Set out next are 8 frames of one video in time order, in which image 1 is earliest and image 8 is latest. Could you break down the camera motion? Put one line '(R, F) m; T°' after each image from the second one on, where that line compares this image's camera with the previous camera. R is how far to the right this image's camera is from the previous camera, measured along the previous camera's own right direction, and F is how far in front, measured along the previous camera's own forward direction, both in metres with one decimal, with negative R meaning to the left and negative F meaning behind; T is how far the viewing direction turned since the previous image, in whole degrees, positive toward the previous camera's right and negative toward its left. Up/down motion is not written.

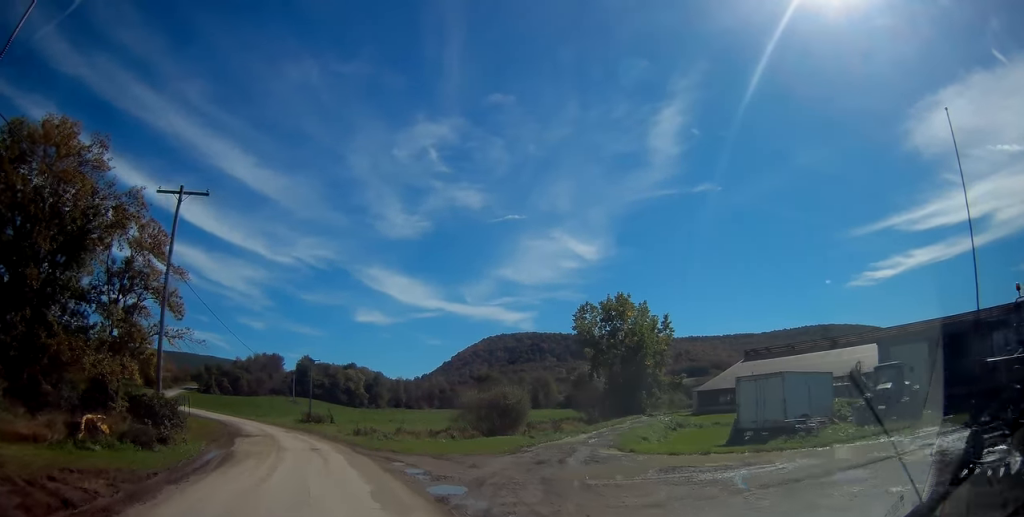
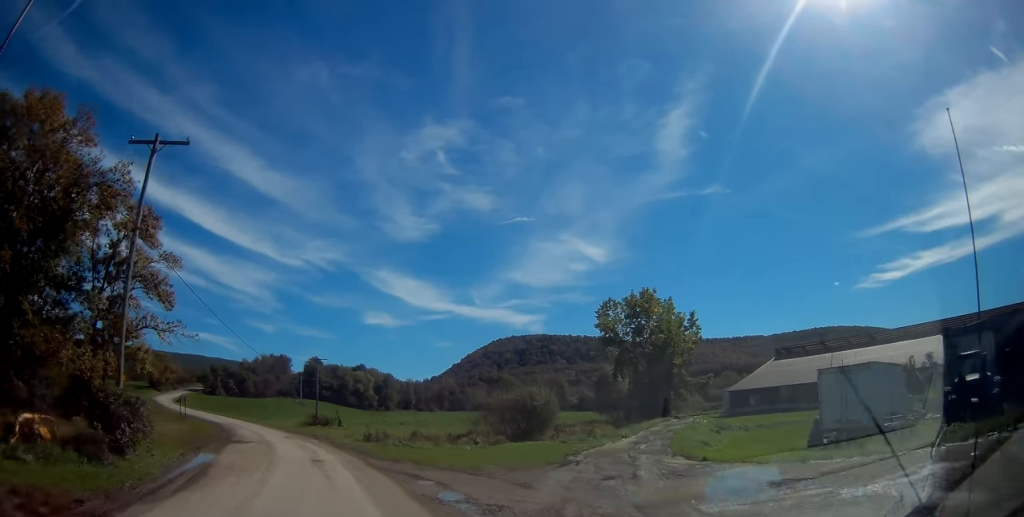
(-0.1, +4.9) m; -1°
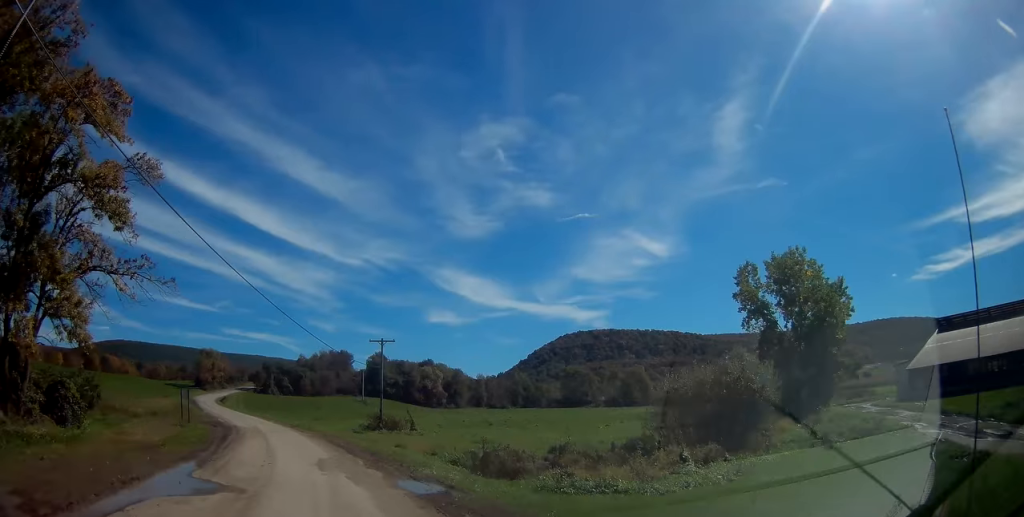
(-1.1, +18.7) m; -8°
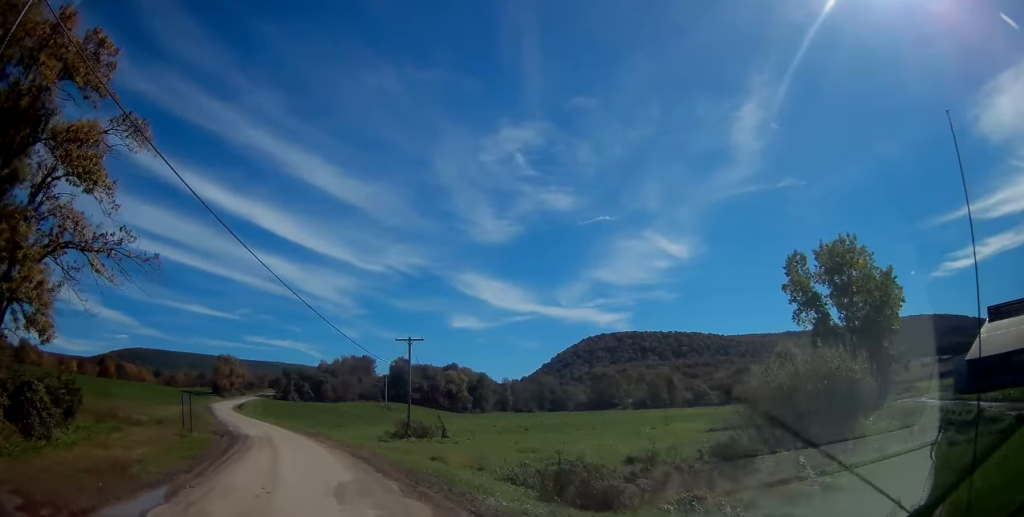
(0.0, +5.0) m; -3°
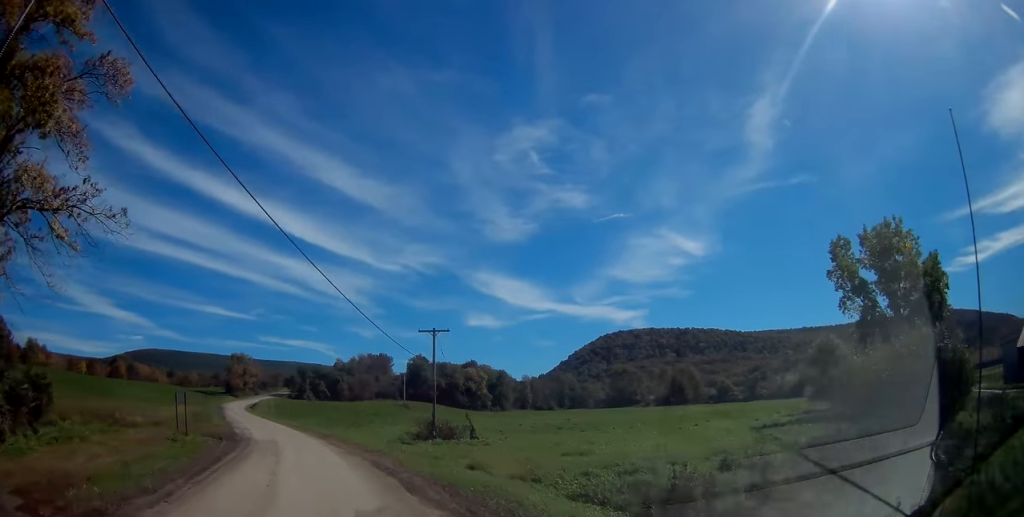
(-0.2, +4.8) m; -2°
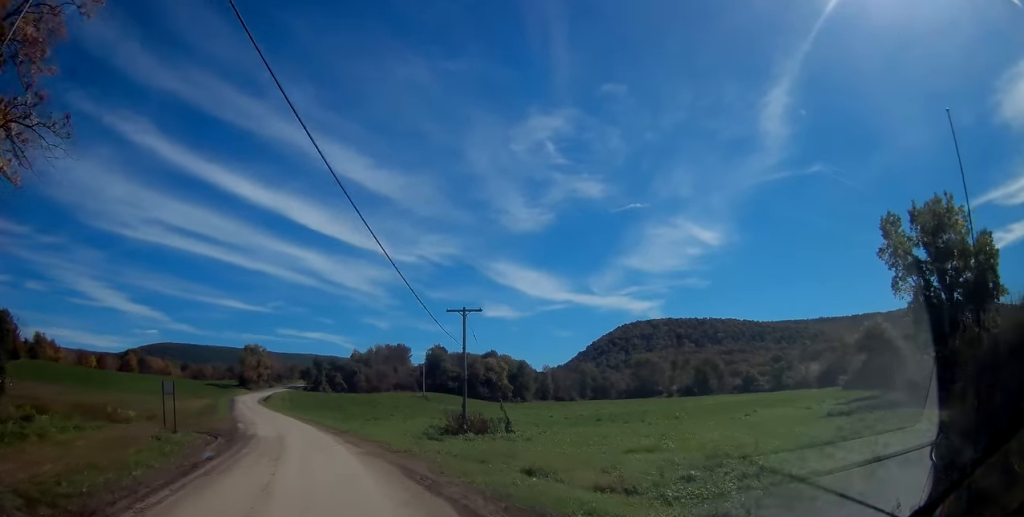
(-0.1, +5.2) m; -2°
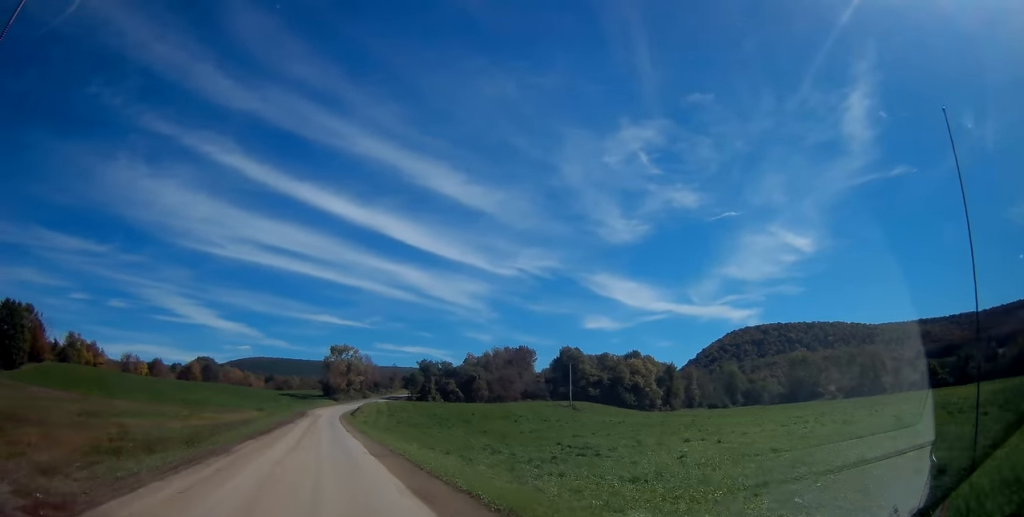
(-3.6, +42.0) m; -9°
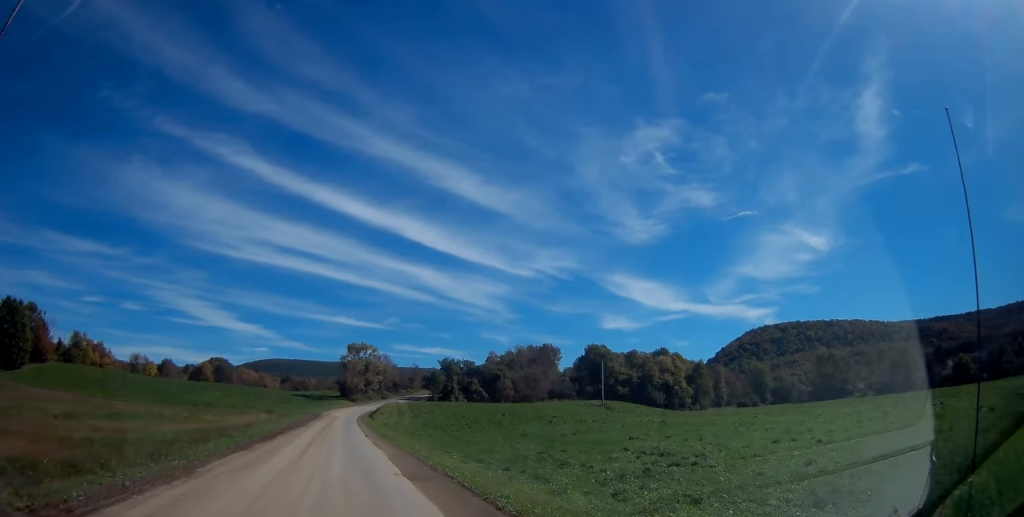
(-0.4, +7.7) m; -2°
